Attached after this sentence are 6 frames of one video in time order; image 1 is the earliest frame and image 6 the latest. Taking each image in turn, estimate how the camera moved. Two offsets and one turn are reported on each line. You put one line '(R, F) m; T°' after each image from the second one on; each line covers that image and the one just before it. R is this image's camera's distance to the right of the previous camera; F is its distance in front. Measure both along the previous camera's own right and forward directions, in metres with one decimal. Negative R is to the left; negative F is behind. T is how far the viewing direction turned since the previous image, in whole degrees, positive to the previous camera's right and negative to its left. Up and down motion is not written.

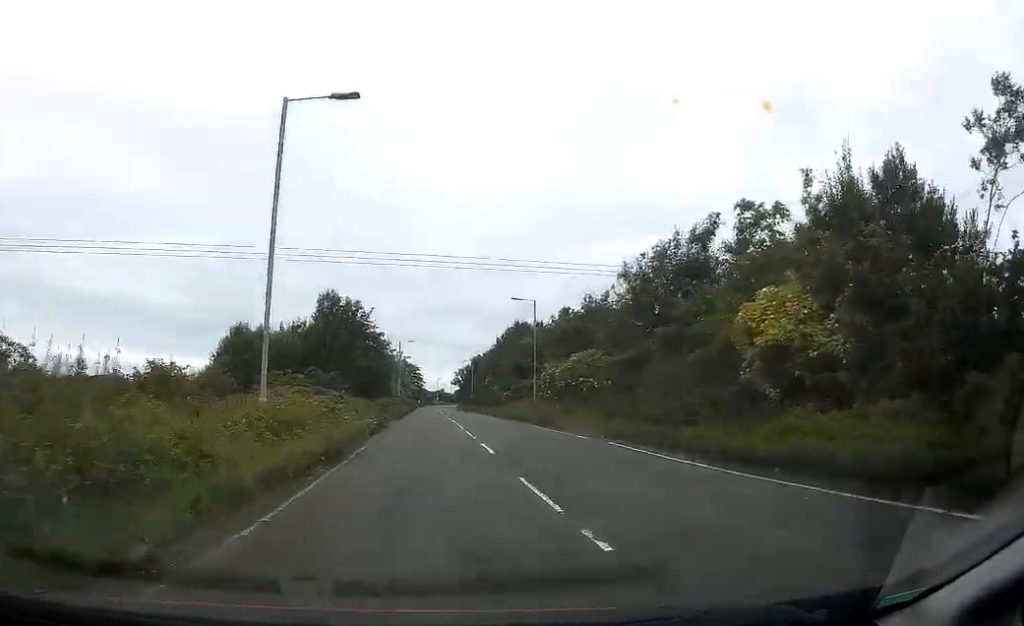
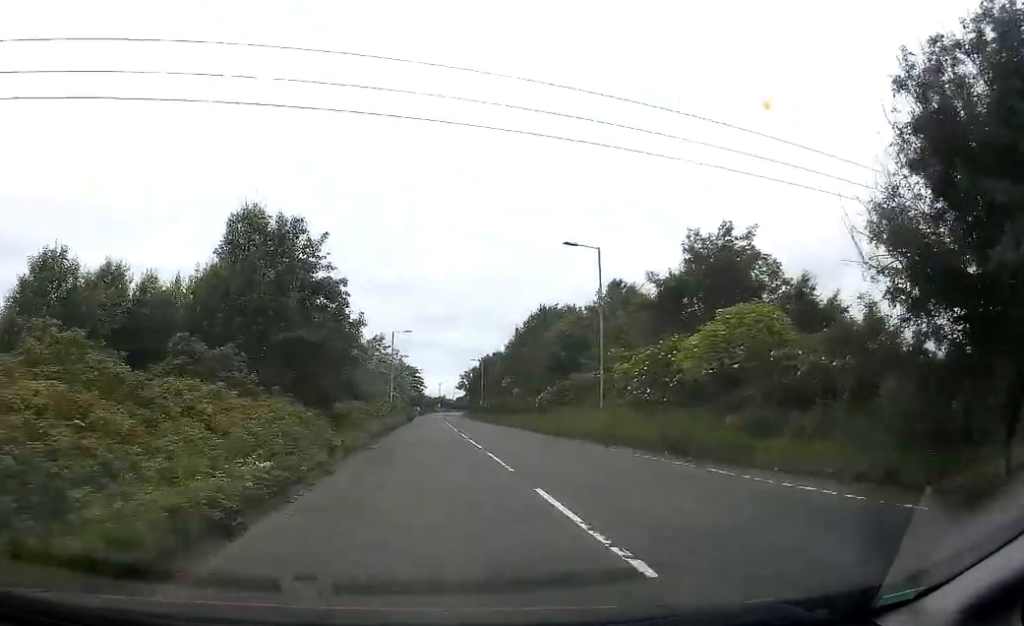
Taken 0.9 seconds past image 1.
(0.0, +20.1) m; 0°
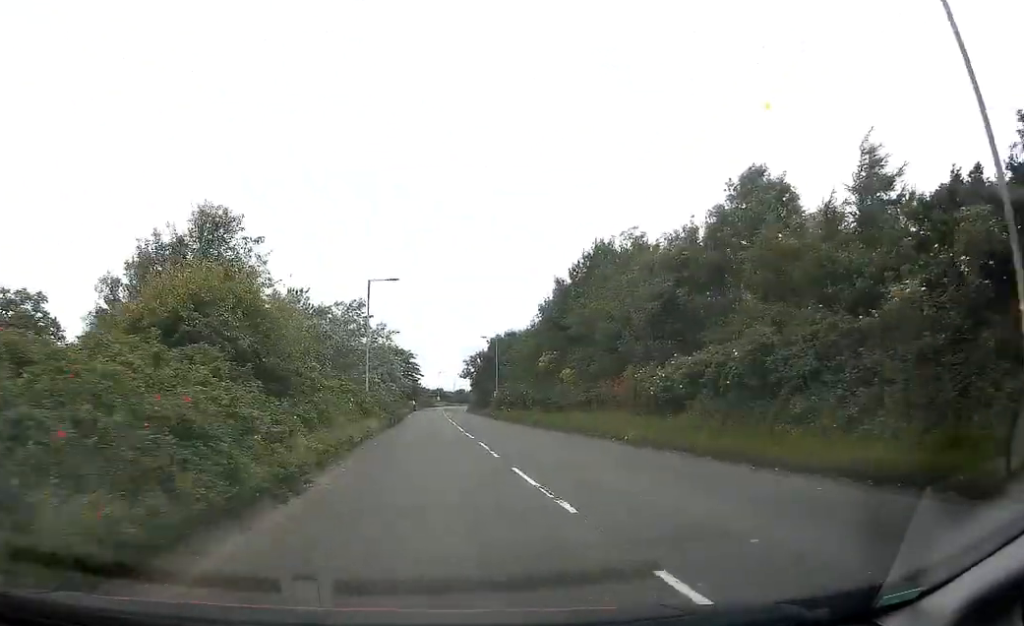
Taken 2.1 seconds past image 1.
(0.0, +24.1) m; -1°
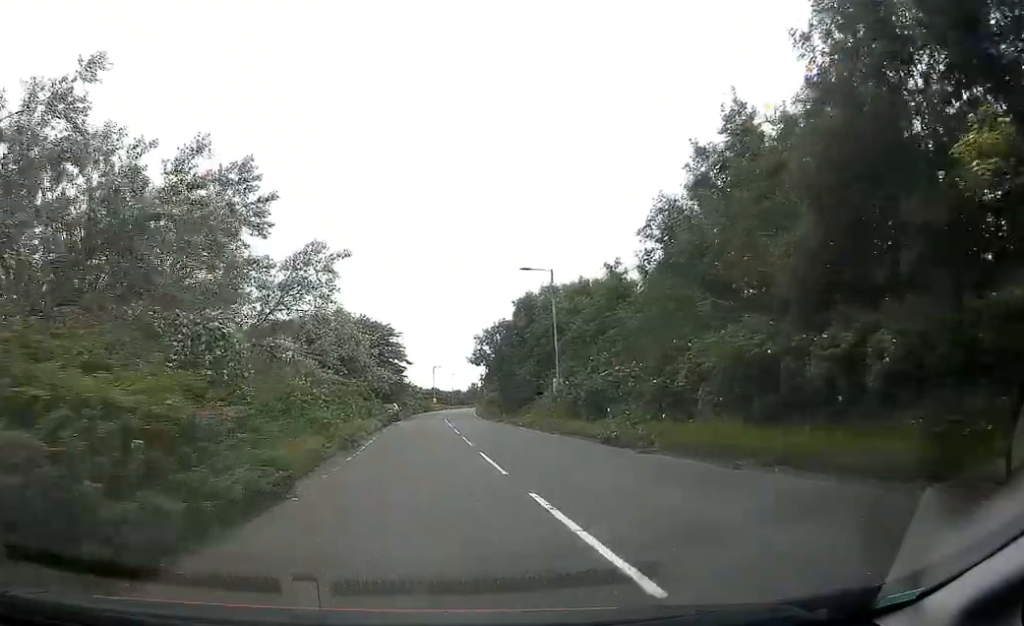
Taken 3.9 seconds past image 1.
(+0.6, +38.2) m; +2°
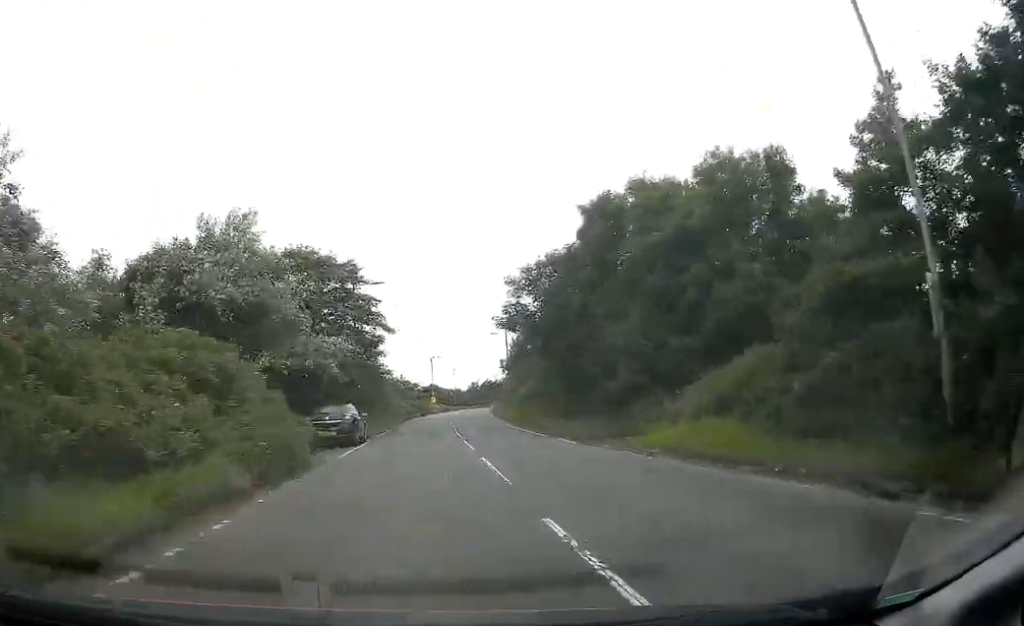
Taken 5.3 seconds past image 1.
(-0.3, +29.7) m; 0°
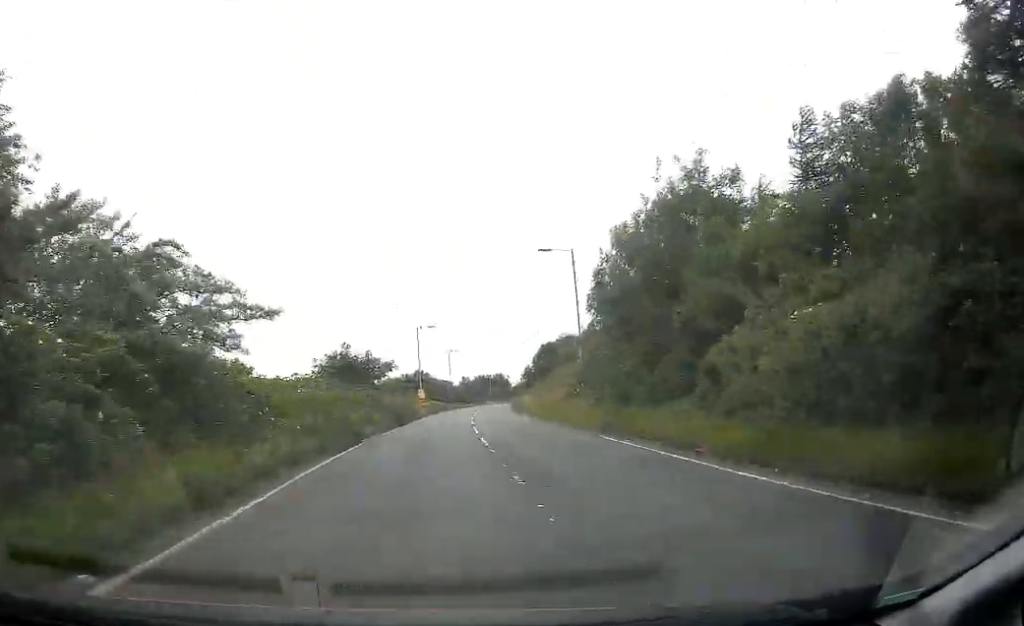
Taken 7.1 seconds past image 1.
(+0.5, +39.4) m; +1°
